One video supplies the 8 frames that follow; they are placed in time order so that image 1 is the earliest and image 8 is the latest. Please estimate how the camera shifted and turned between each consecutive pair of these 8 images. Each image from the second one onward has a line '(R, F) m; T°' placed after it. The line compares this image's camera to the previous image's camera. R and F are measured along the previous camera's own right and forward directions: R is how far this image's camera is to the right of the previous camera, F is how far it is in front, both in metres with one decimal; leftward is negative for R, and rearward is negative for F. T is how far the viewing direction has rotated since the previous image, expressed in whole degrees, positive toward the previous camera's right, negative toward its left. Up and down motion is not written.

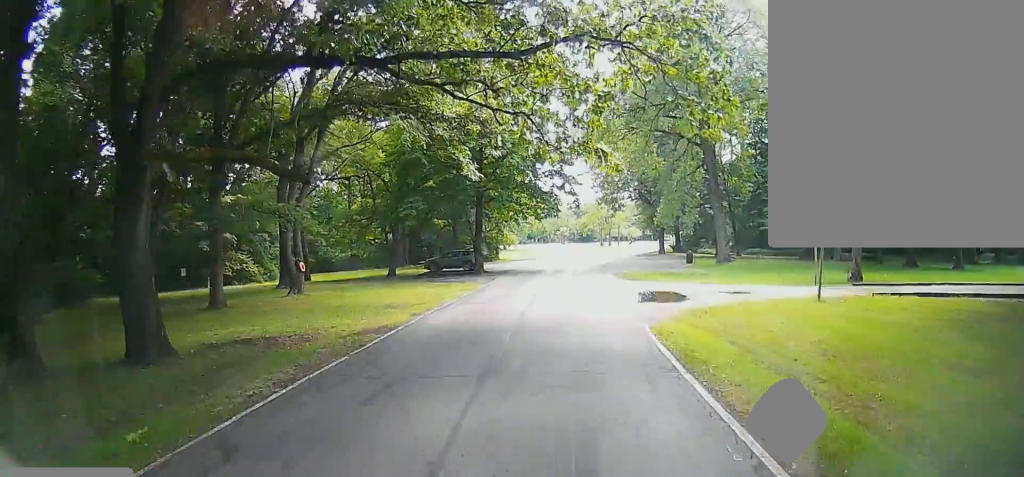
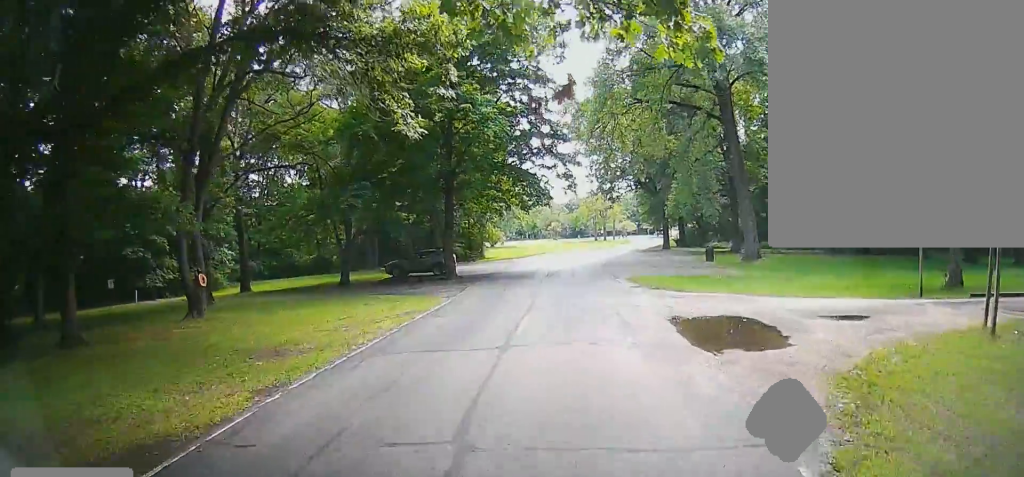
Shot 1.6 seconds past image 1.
(0.0, +9.4) m; 0°
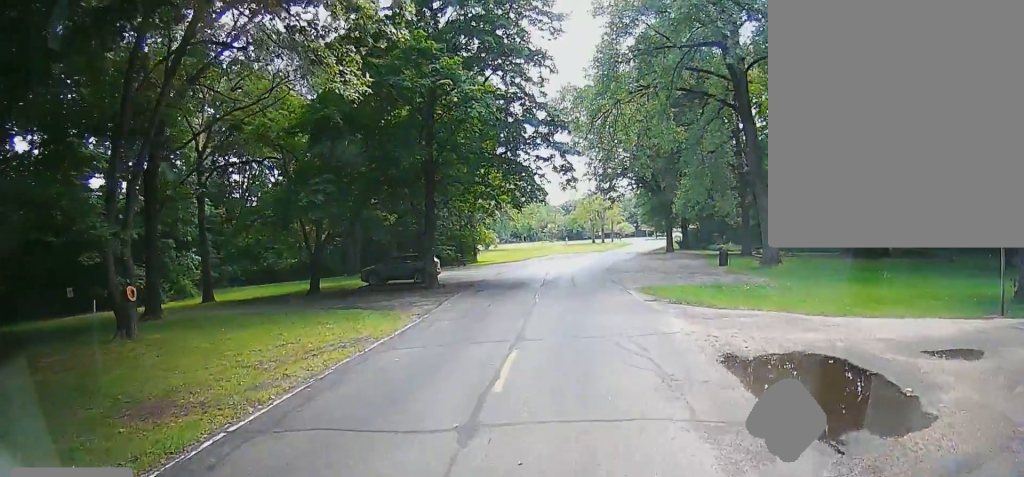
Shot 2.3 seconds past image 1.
(0.0, +4.7) m; +2°
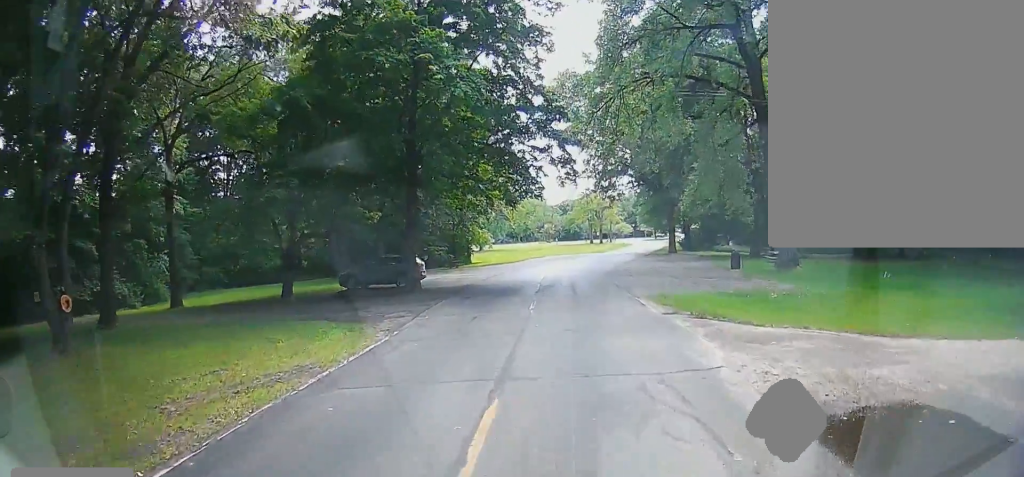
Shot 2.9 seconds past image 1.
(+0.1, +3.4) m; +1°
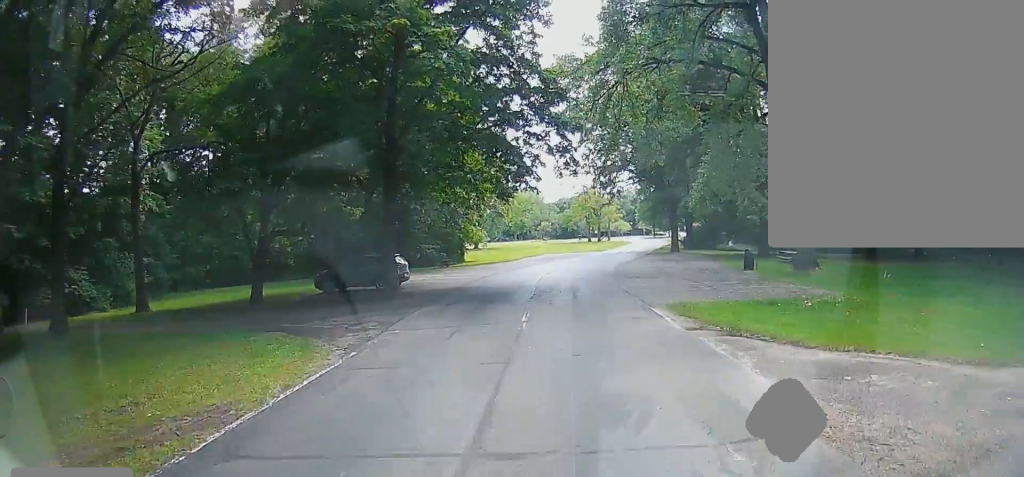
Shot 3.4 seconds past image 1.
(+0.1, +3.2) m; +1°
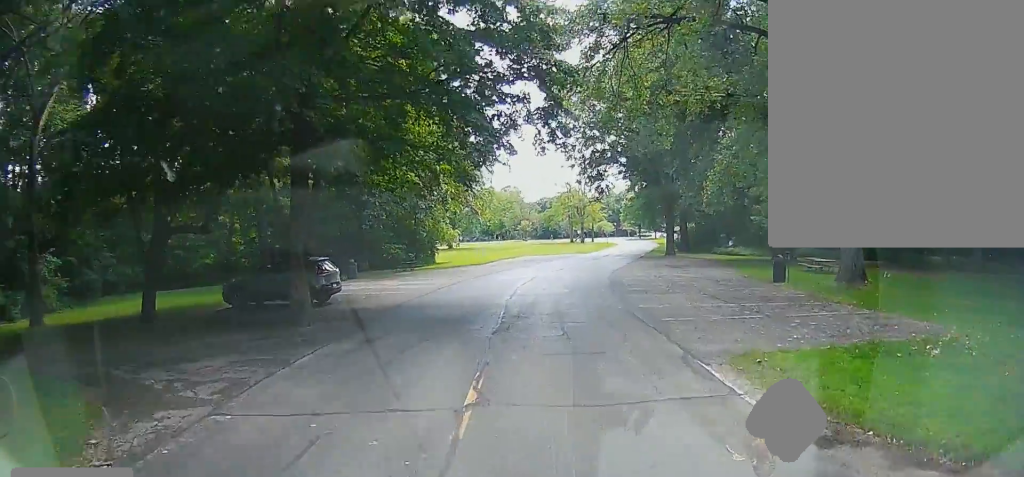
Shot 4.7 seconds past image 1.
(0.0, +7.8) m; 0°
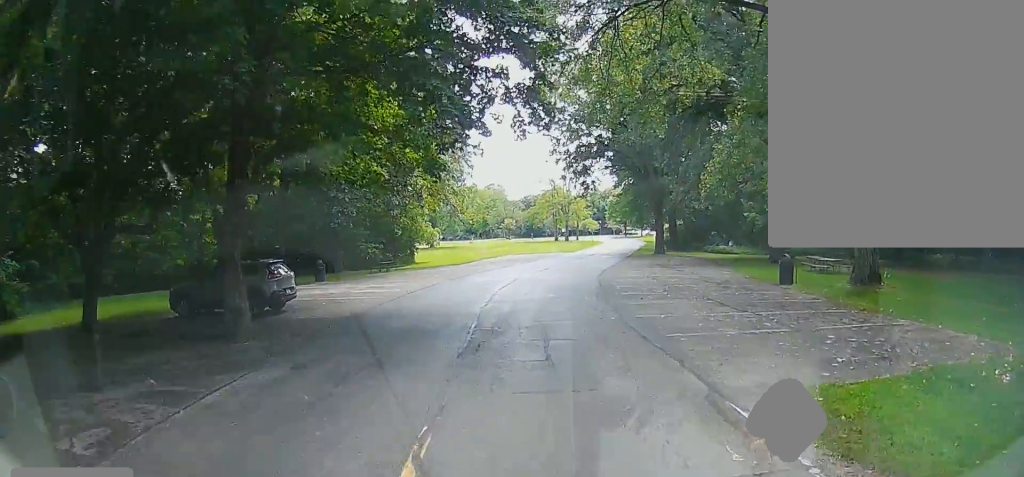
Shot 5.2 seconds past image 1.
(0.0, +2.8) m; 0°
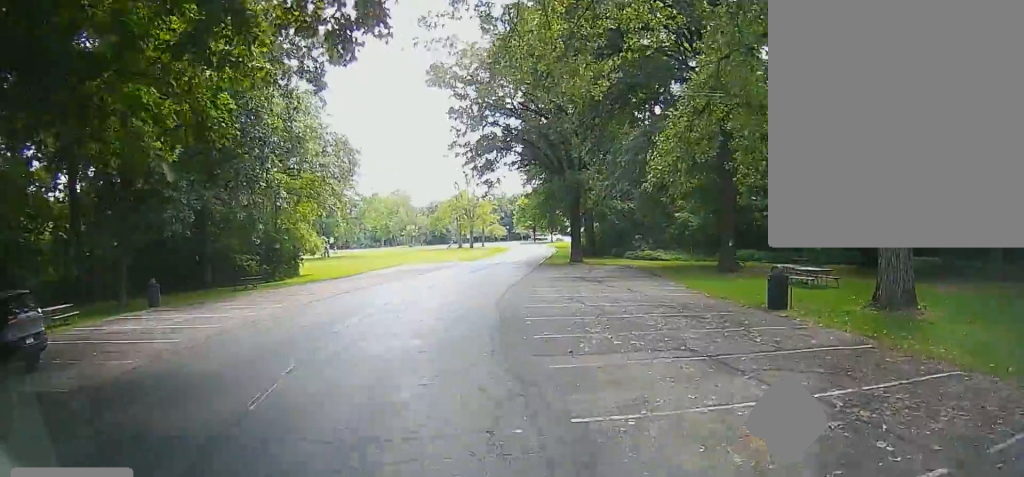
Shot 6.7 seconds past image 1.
(0.0, +7.9) m; 0°
